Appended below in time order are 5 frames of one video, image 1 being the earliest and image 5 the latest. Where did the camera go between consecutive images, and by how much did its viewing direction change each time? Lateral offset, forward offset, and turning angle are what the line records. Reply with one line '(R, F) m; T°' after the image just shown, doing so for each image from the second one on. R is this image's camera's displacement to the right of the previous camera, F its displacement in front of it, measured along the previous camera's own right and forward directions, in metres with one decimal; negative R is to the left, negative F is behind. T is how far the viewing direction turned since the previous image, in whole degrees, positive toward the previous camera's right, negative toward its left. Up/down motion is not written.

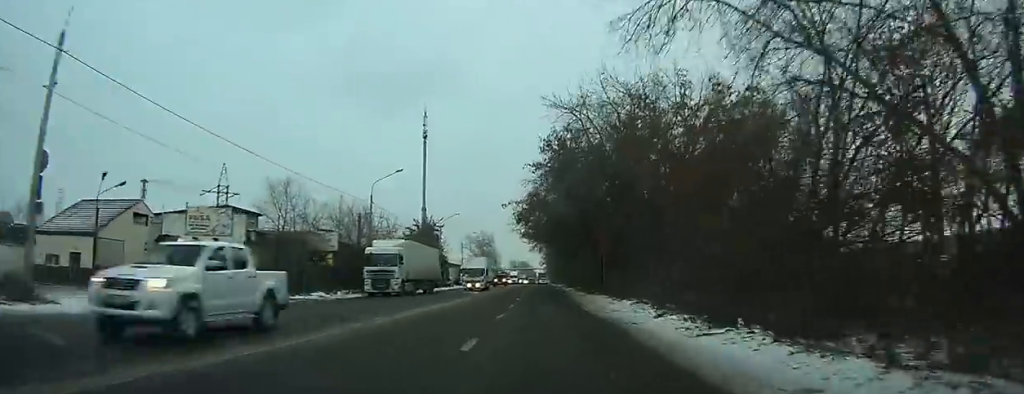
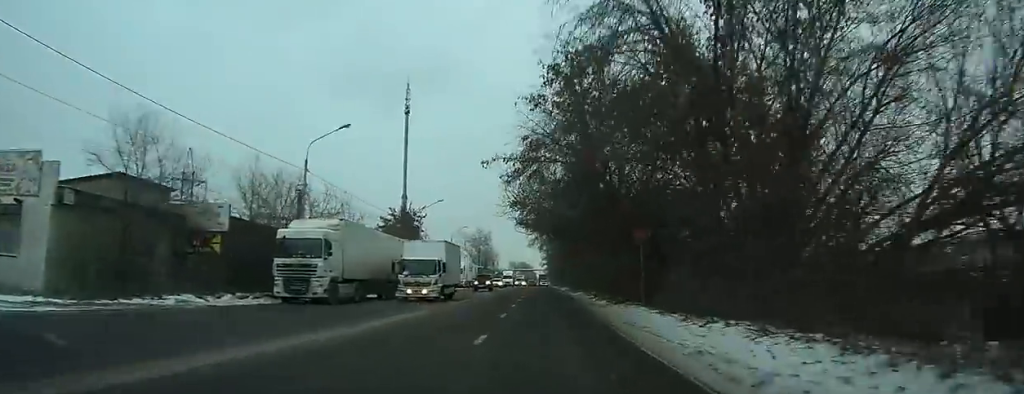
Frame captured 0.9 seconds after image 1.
(-0.1, +14.5) m; 0°
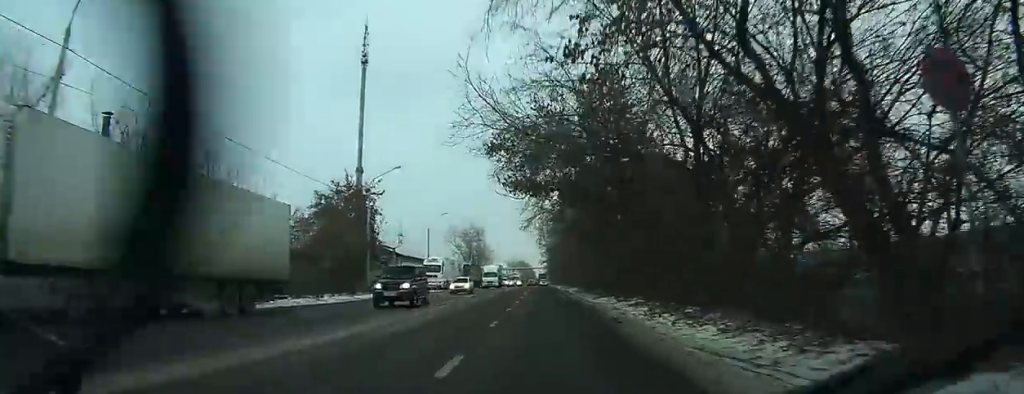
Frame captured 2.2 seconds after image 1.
(+0.1, +20.0) m; 0°
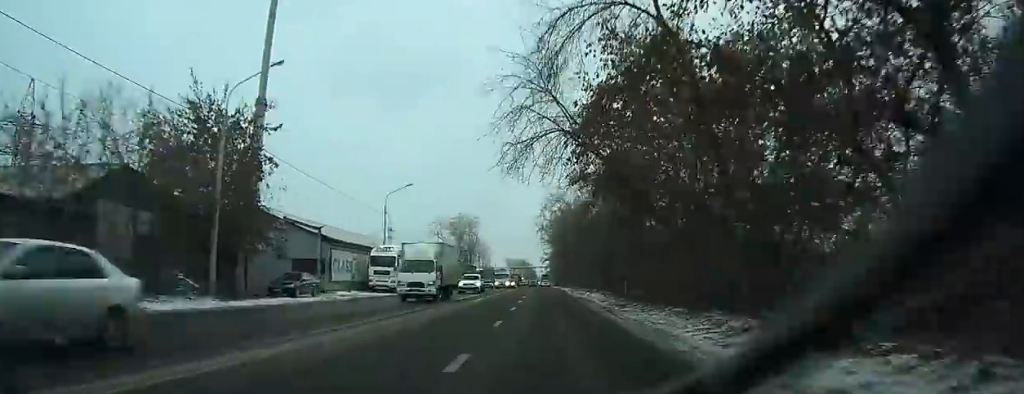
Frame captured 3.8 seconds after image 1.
(-0.1, +23.3) m; 0°
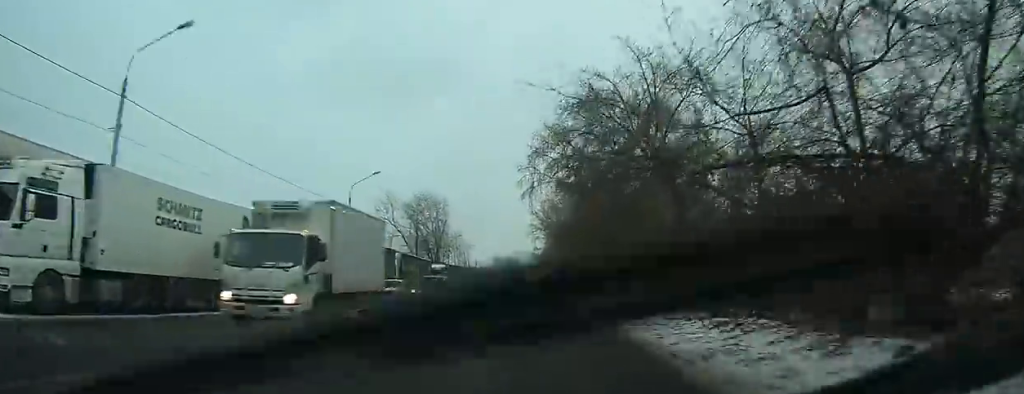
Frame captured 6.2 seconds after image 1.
(-0.1, +37.3) m; -1°
